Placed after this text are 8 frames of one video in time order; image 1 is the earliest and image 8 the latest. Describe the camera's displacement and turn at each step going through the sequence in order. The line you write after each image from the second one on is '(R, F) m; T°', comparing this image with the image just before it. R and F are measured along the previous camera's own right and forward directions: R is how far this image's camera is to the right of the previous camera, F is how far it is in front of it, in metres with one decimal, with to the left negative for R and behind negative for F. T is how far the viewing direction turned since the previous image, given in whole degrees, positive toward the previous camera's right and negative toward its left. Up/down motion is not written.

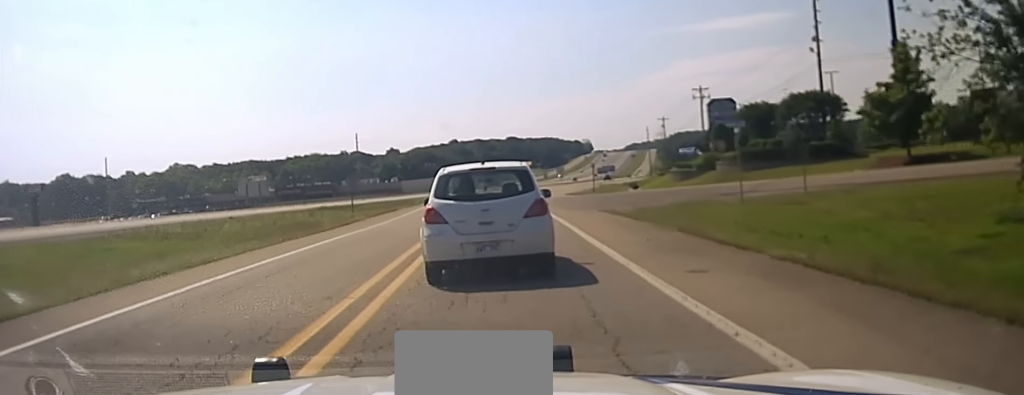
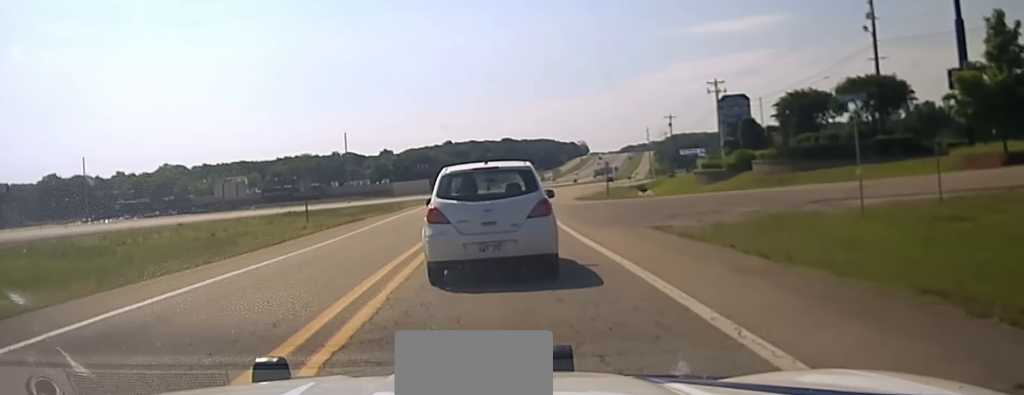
(0.0, +11.9) m; 0°
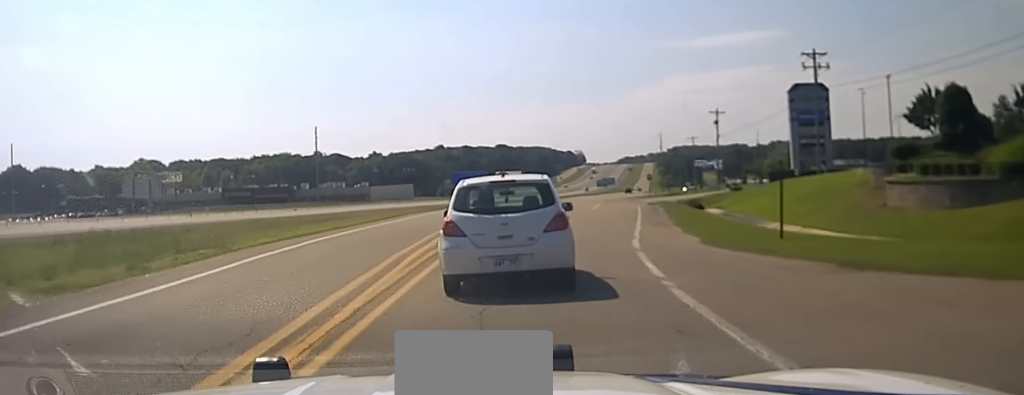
(-0.1, +39.0) m; +1°
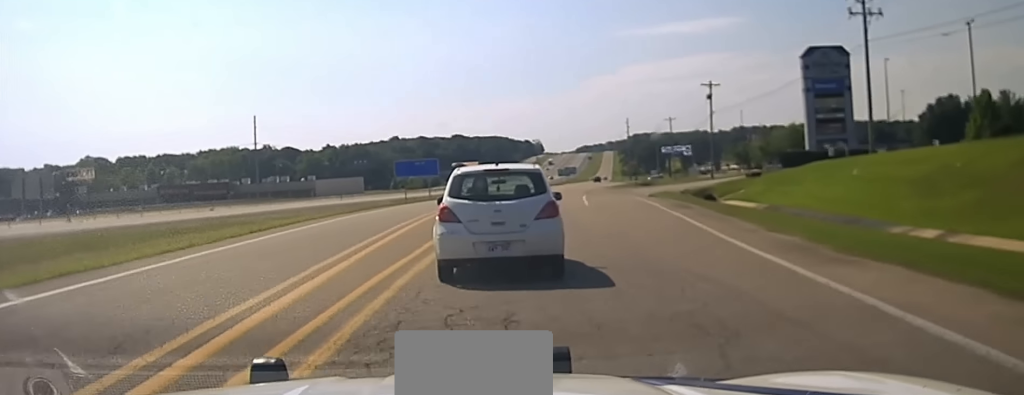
(+0.5, +21.9) m; +3°
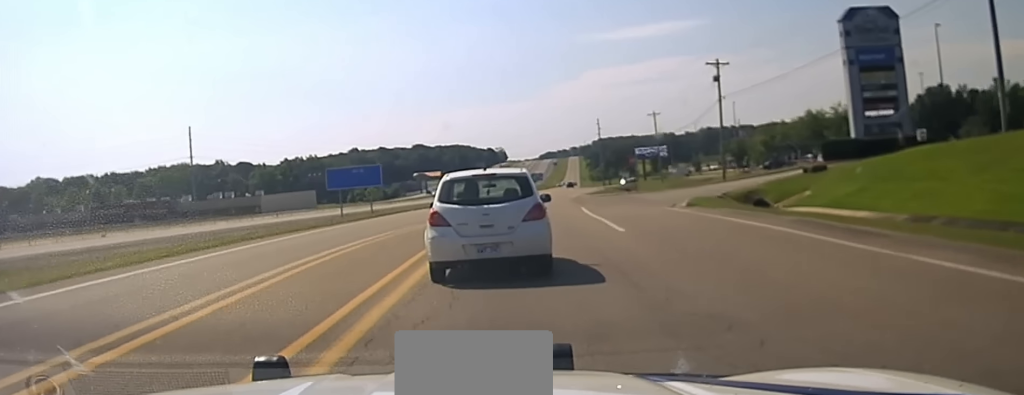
(+0.6, +24.8) m; +2°
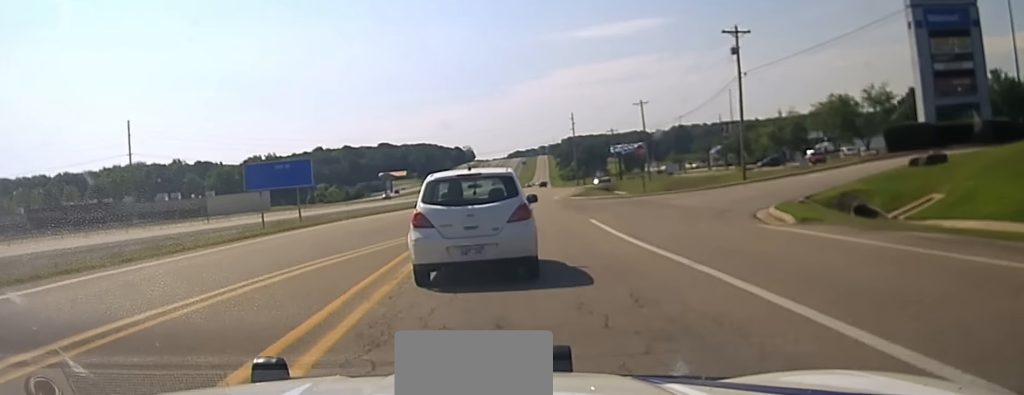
(+0.2, +18.0) m; +2°
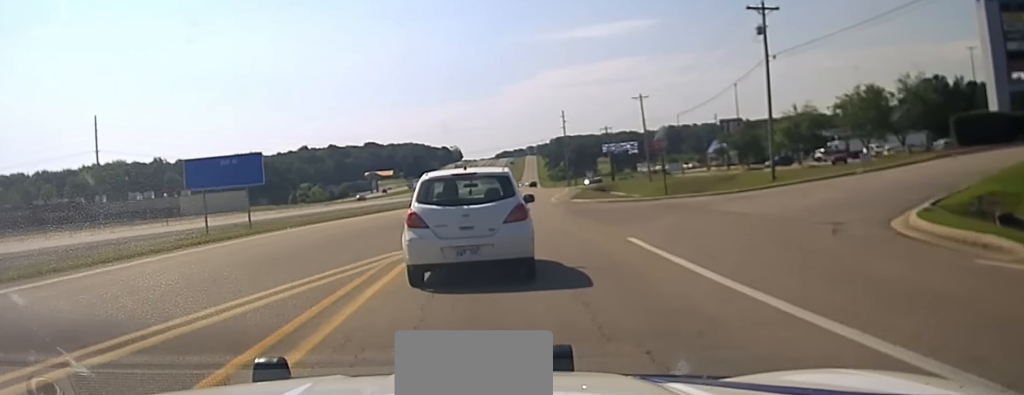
(0.0, +9.9) m; +1°
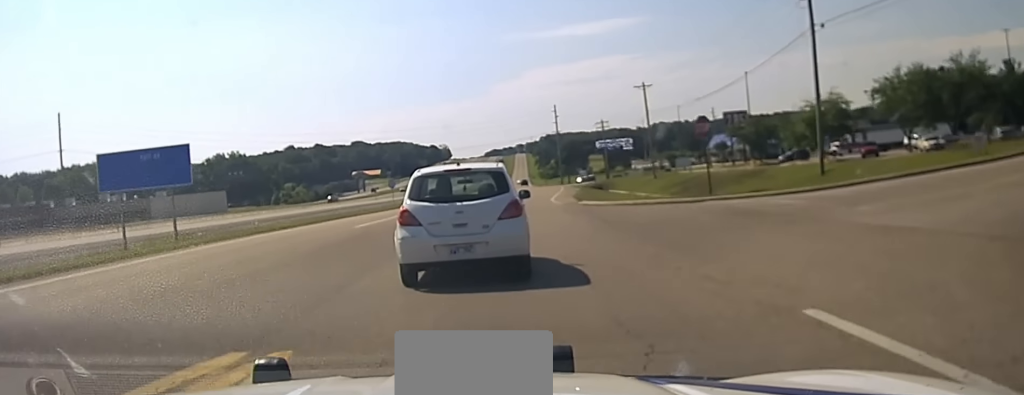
(+0.2, +9.7) m; +1°
